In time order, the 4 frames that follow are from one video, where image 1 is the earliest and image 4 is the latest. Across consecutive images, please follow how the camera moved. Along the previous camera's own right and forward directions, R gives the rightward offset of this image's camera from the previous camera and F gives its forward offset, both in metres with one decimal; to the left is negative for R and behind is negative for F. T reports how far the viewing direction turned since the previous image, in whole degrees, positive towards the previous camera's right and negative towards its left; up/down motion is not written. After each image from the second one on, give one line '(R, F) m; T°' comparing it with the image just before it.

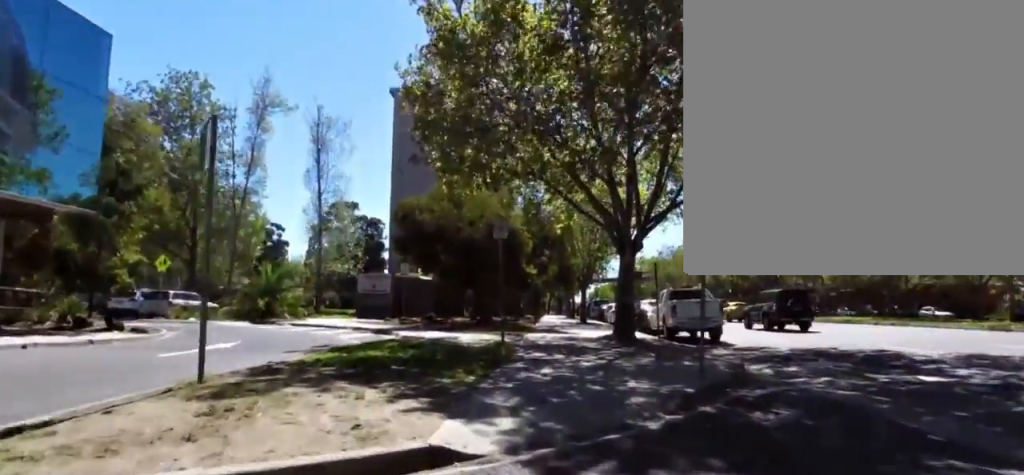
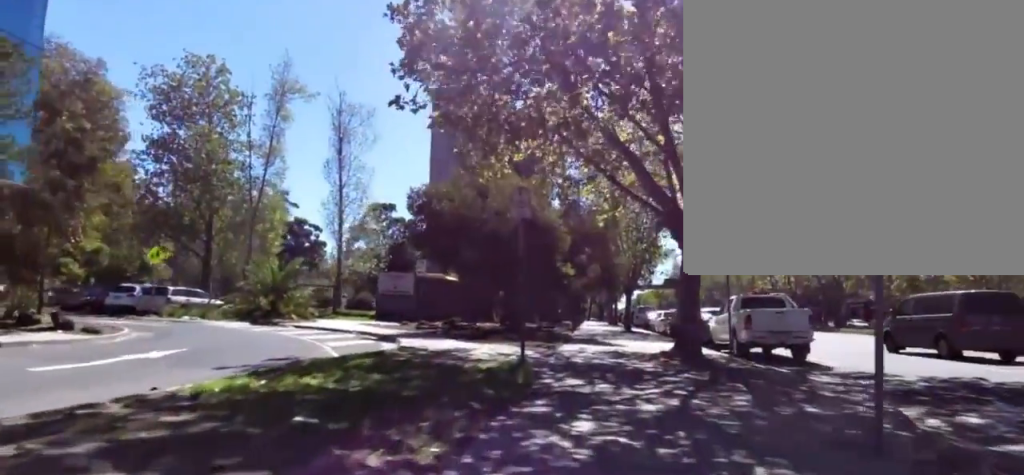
(+0.6, +4.4) m; +4°
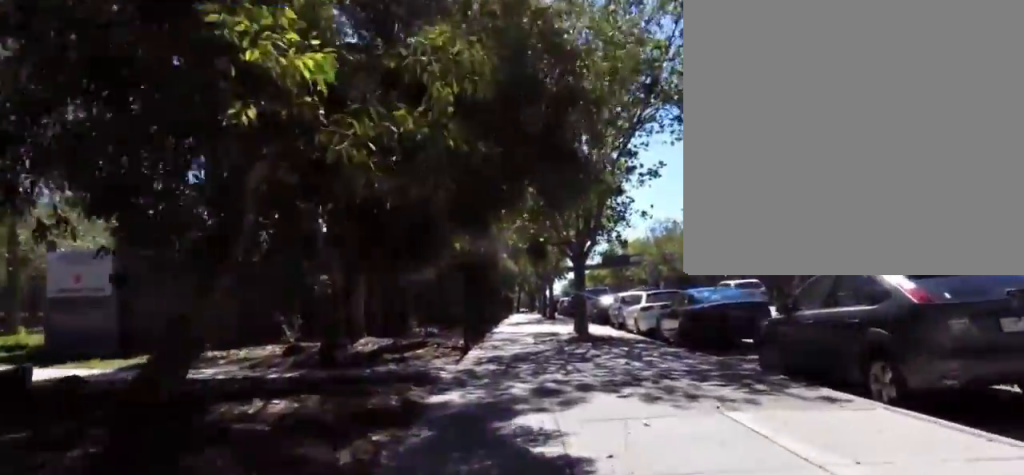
(+0.5, +19.4) m; -2°
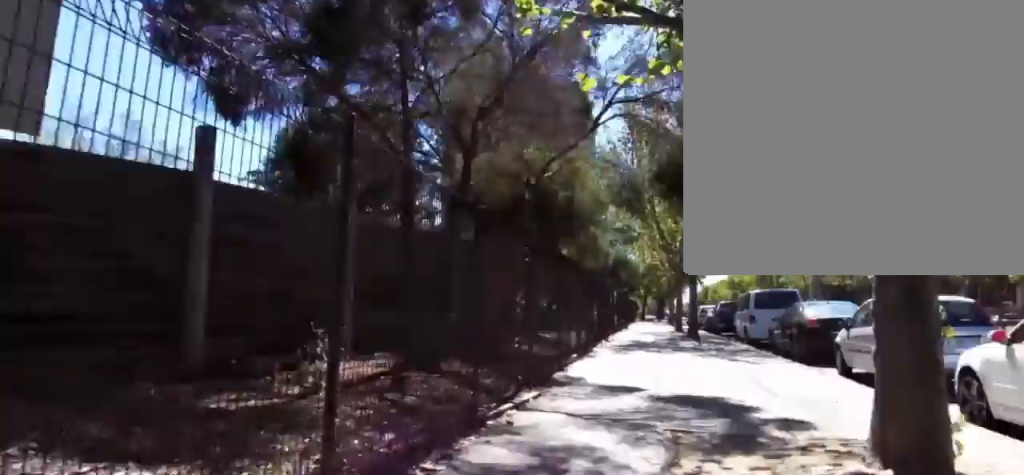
(-0.7, +15.2) m; -1°
